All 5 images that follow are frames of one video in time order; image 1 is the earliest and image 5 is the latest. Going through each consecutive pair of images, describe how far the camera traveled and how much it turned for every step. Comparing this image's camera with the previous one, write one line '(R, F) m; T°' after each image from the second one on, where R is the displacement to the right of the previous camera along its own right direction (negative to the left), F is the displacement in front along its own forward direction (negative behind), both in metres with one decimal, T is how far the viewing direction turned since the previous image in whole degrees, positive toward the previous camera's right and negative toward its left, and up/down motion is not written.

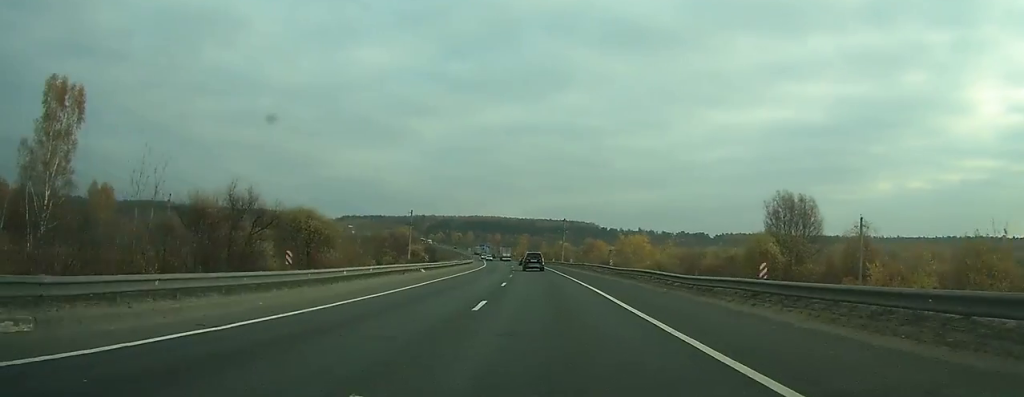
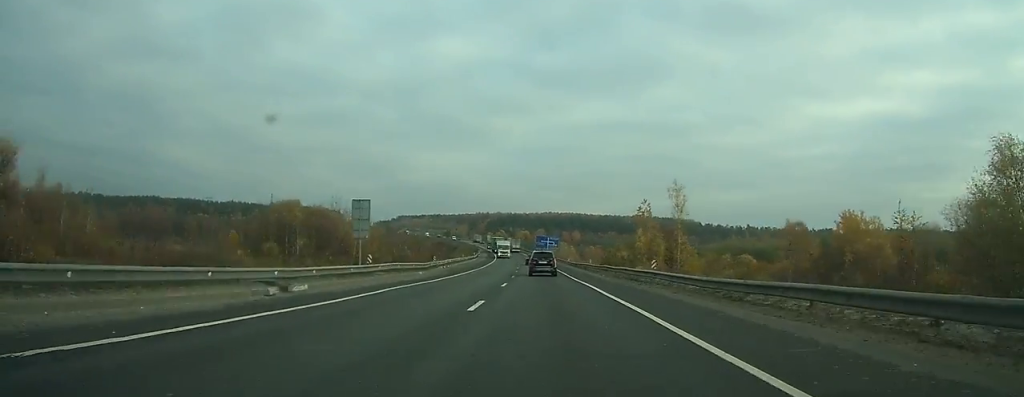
(-16.7, +199.0) m; -7°
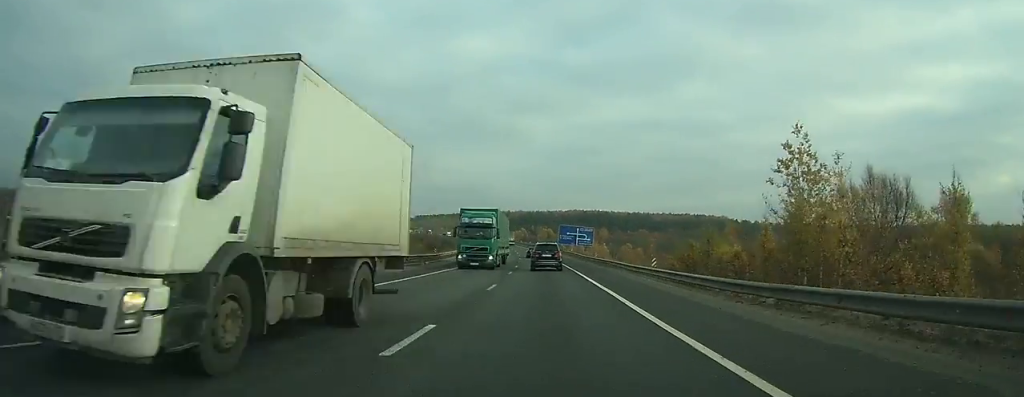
(-0.4, +47.8) m; -2°
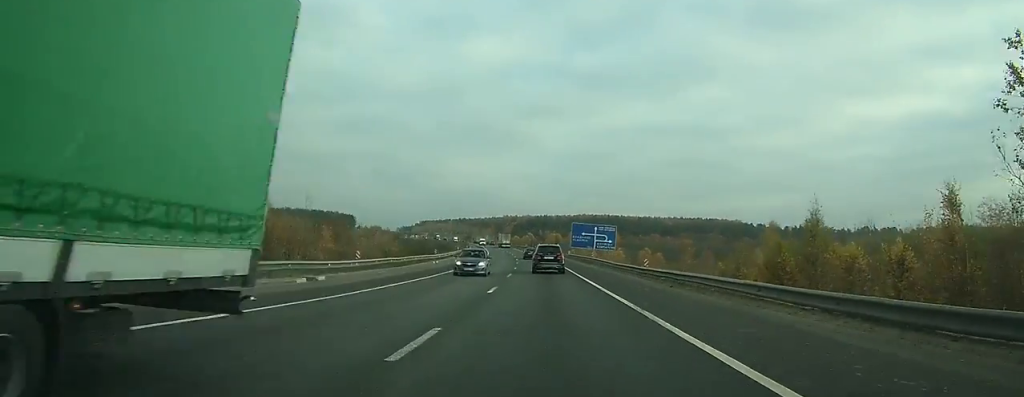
(-0.4, +22.9) m; -1°
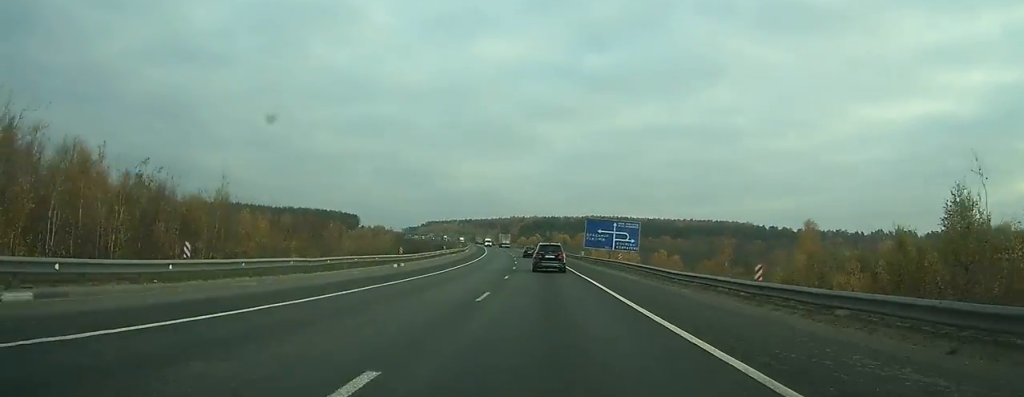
(0.0, +15.2) m; -1°
